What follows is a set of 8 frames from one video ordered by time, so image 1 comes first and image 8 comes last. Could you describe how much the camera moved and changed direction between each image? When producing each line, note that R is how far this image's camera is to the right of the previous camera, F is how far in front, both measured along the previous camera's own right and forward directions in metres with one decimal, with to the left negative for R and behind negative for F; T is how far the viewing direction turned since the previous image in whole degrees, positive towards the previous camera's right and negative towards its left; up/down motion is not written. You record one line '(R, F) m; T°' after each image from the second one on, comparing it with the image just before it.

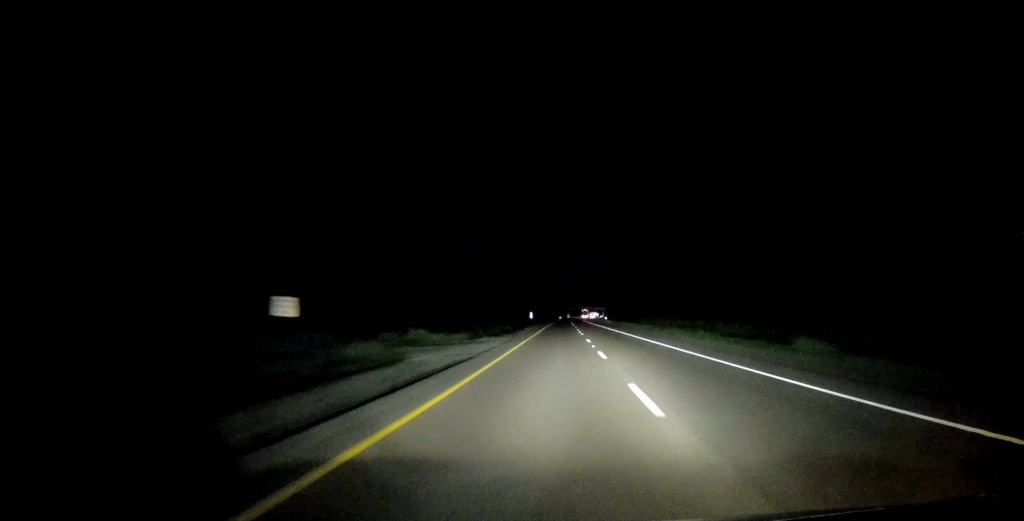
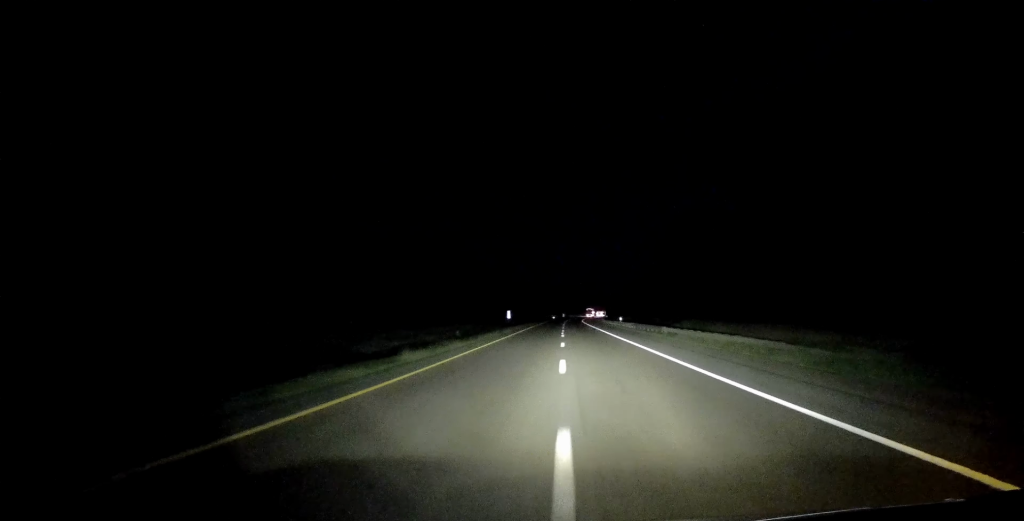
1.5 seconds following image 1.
(0.0, +54.8) m; +1°
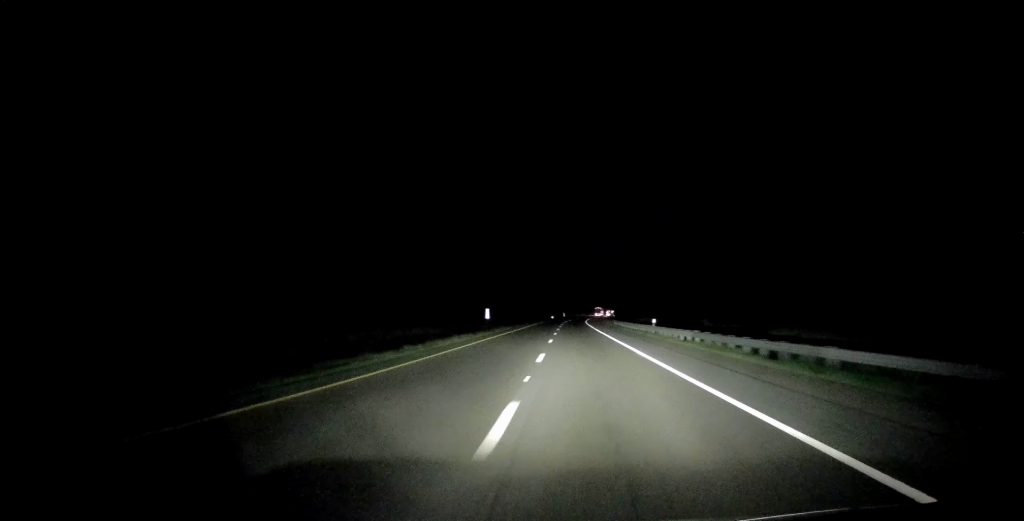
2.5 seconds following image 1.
(+0.5, +34.3) m; +1°
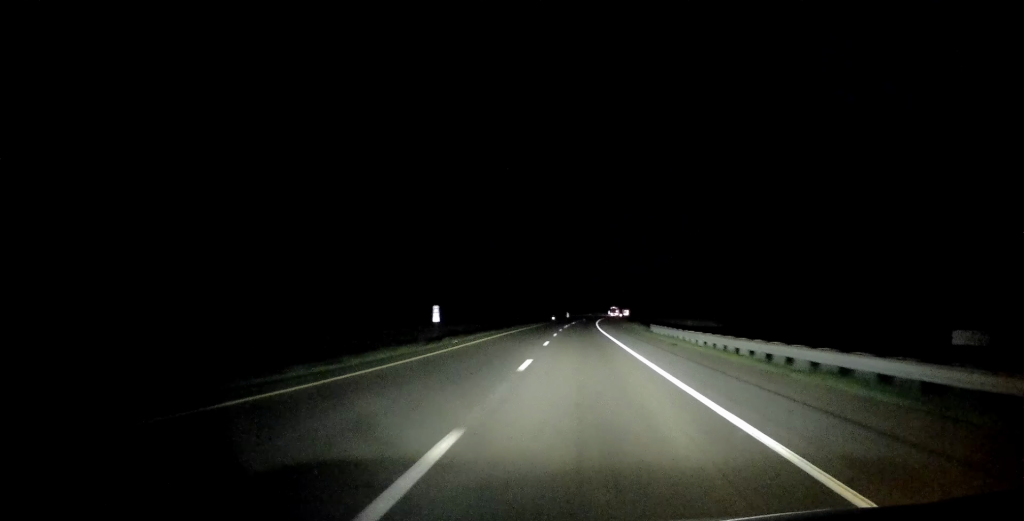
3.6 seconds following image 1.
(-0.1, +39.6) m; 0°
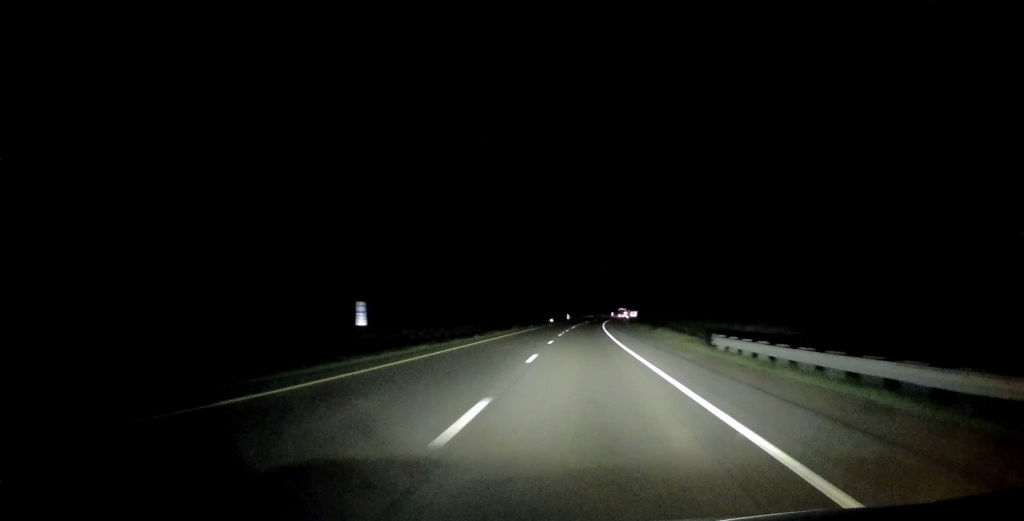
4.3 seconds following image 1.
(0.0, +21.7) m; 0°
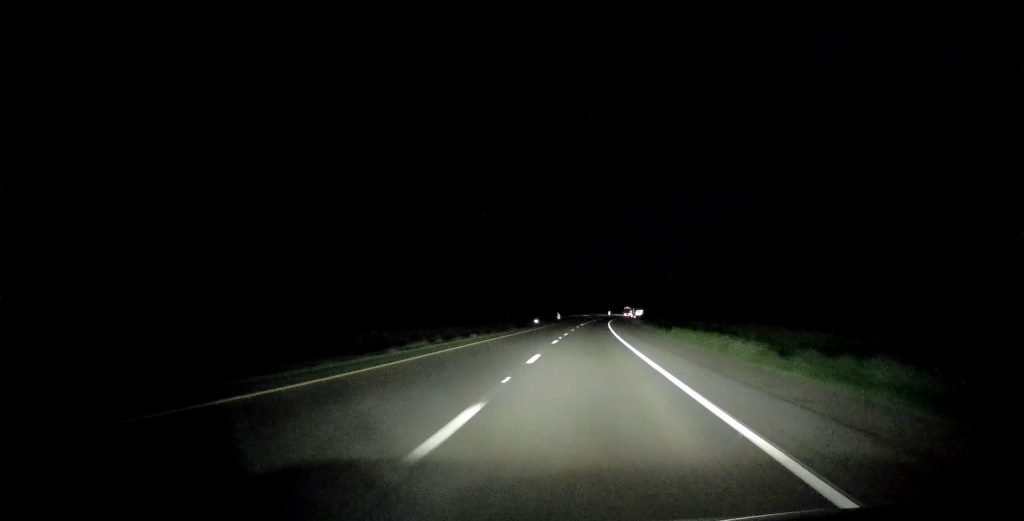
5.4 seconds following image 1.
(0.0, +37.0) m; 0°
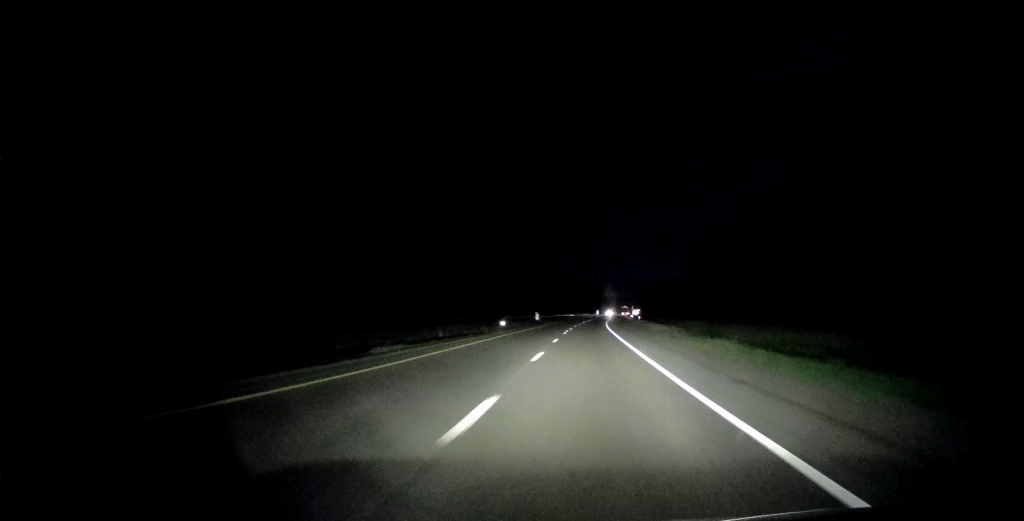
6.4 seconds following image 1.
(-0.1, +35.5) m; 0°
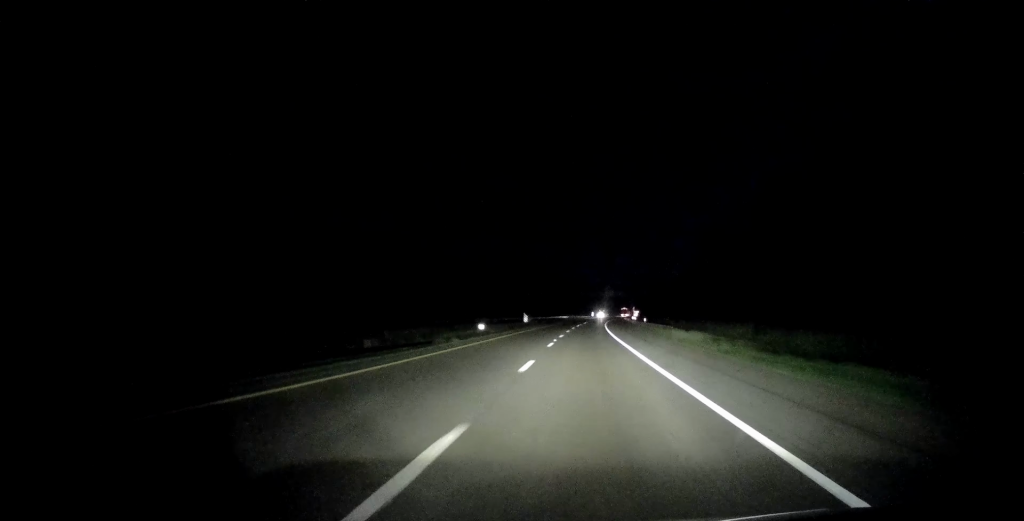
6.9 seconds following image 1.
(-0.1, +15.4) m; 0°
